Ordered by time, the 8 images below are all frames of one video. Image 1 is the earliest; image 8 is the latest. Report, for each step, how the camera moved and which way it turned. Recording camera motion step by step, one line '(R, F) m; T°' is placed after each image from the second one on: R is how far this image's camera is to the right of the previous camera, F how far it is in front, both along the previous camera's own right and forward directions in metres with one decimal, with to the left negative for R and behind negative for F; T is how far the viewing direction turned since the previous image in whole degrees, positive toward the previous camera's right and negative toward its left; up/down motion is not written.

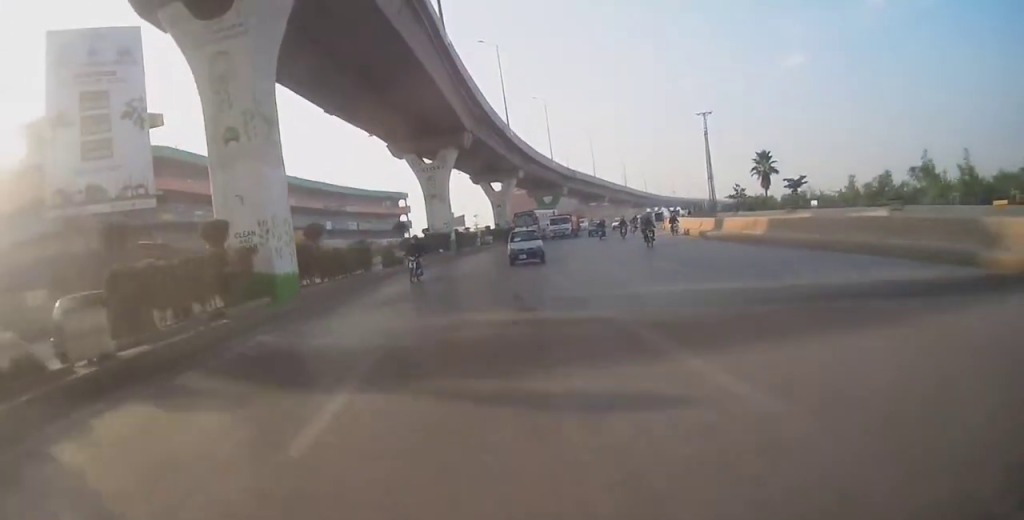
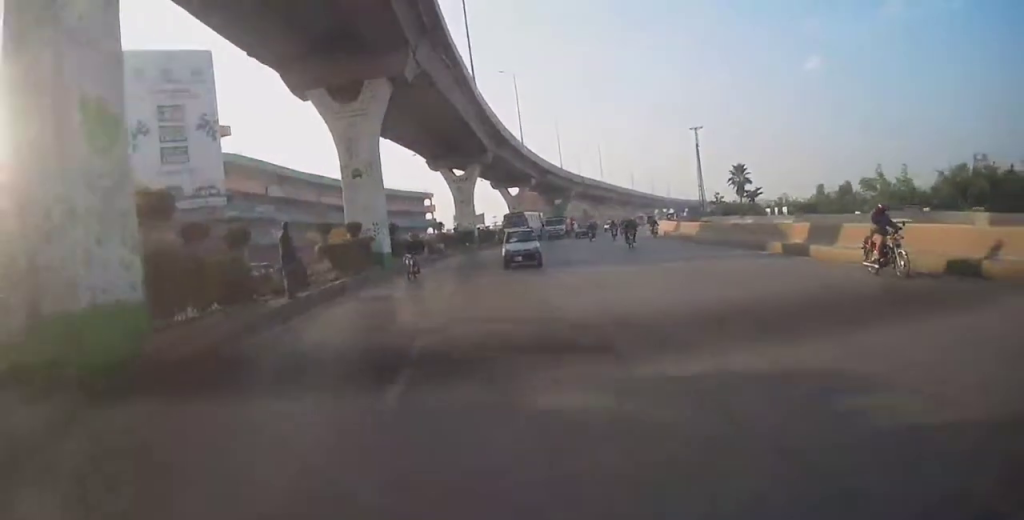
(-0.2, +12.7) m; -3°
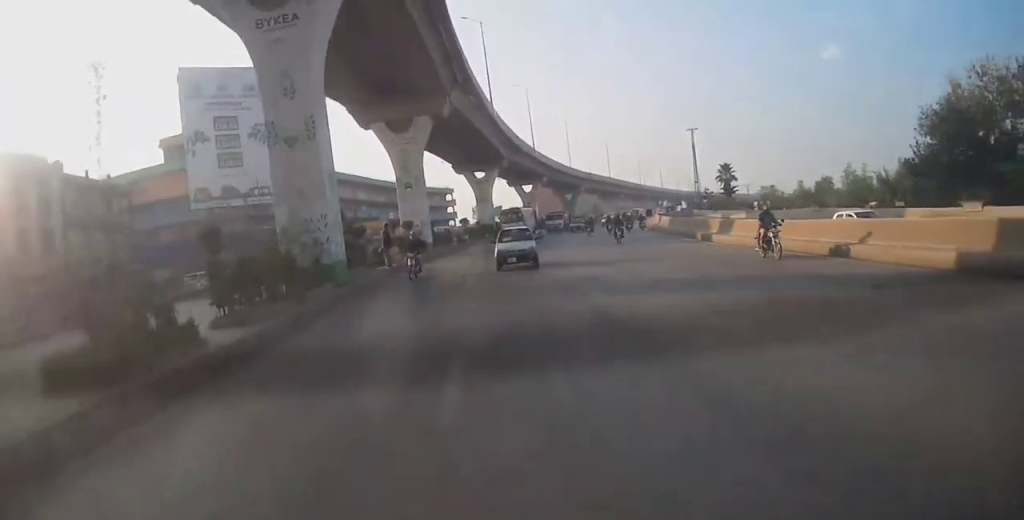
(-0.4, +10.6) m; -1°
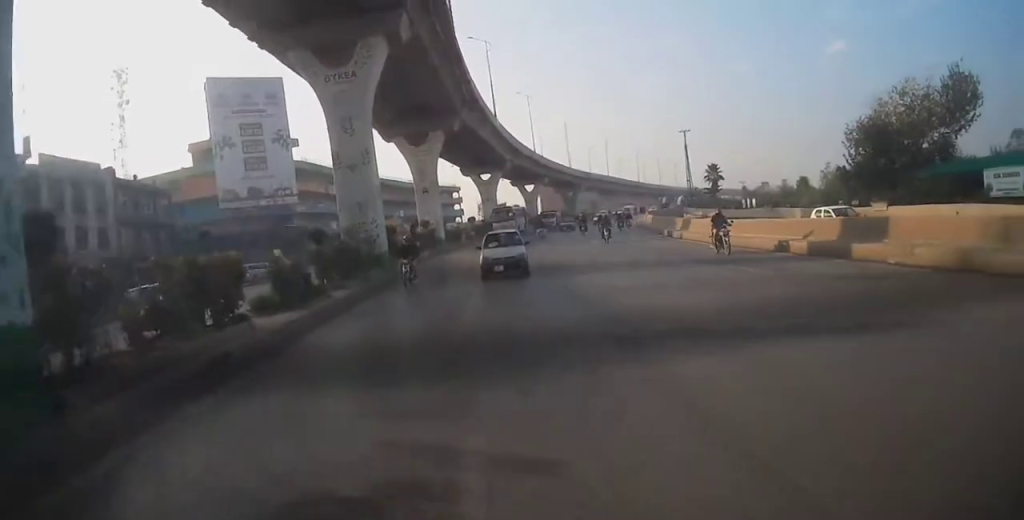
(-0.4, +7.5) m; +2°
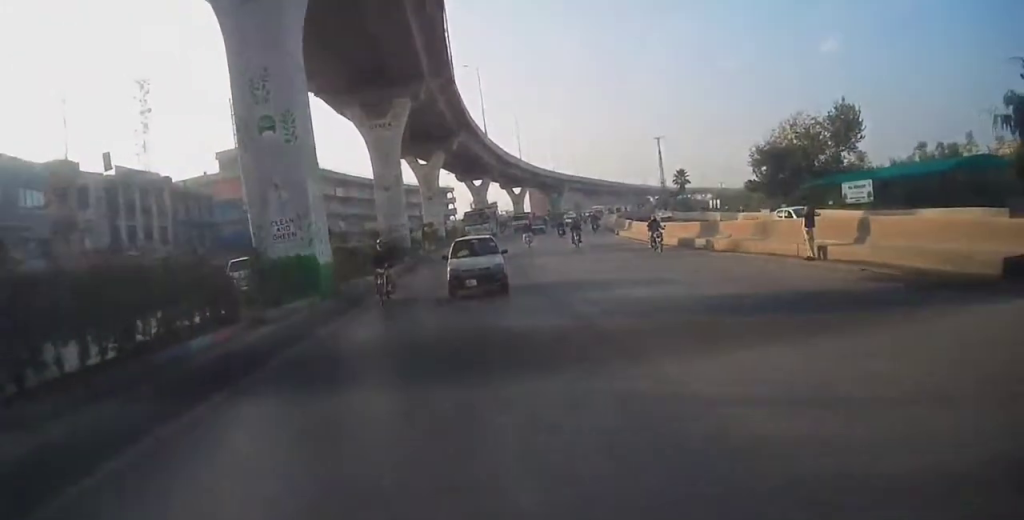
(+0.9, +12.7) m; 0°
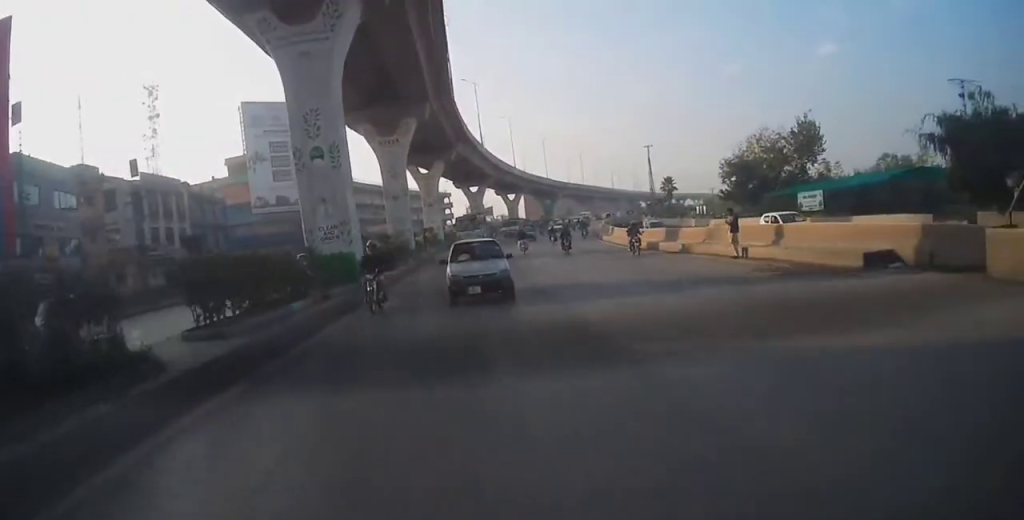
(-0.4, +5.5) m; -1°
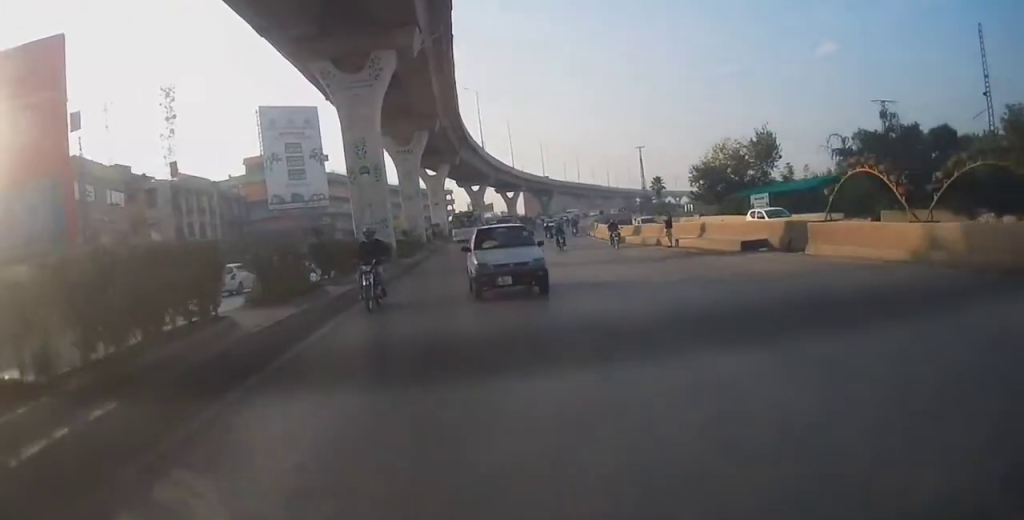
(-0.3, +8.4) m; -1°
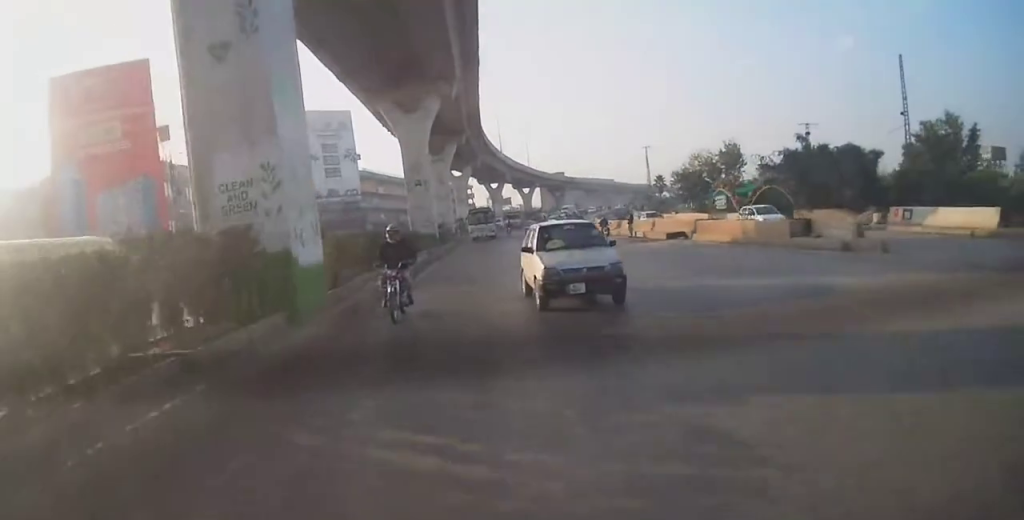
(+0.4, +13.0) m; +1°
